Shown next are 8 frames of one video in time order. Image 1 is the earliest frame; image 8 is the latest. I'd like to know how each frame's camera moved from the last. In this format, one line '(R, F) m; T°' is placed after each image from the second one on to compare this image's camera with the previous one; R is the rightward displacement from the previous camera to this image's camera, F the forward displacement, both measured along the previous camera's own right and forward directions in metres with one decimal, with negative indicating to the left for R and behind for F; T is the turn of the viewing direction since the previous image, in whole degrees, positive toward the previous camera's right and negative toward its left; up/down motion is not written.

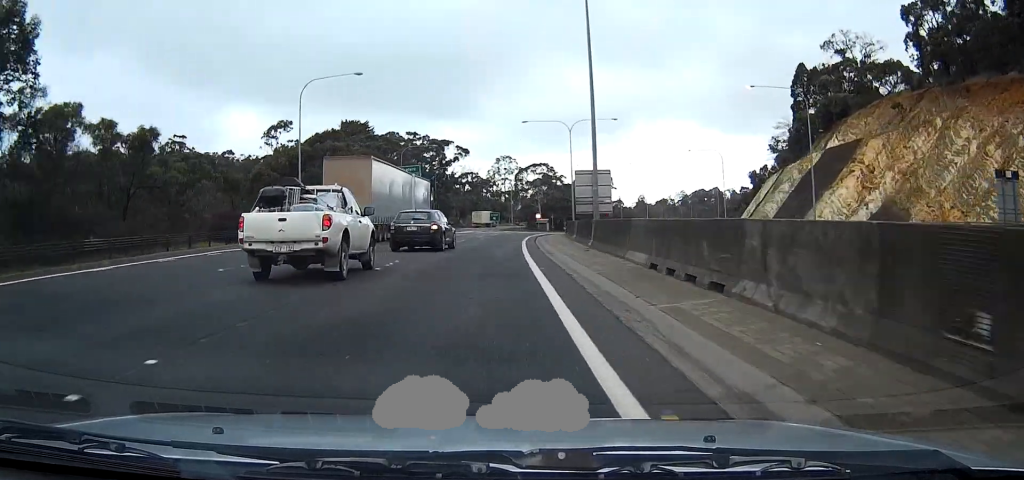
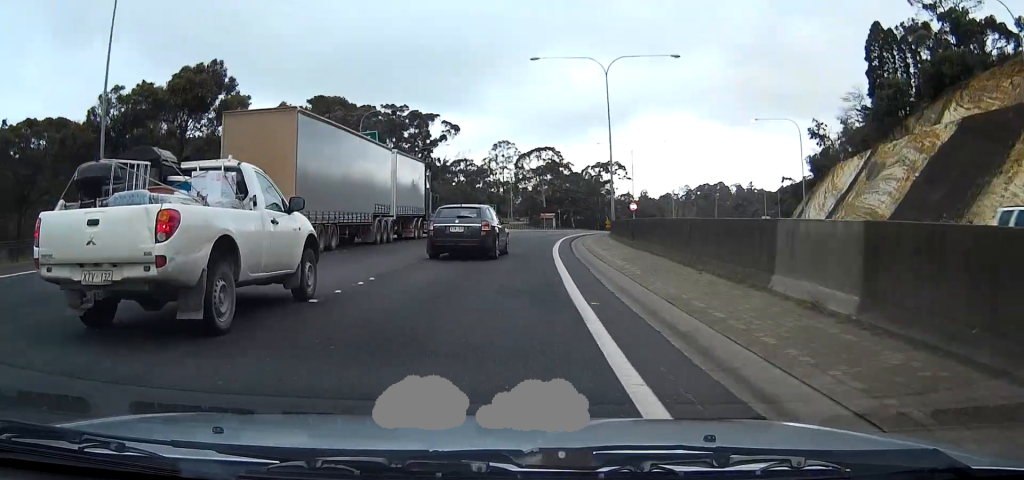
(+0.4, +28.5) m; +3°
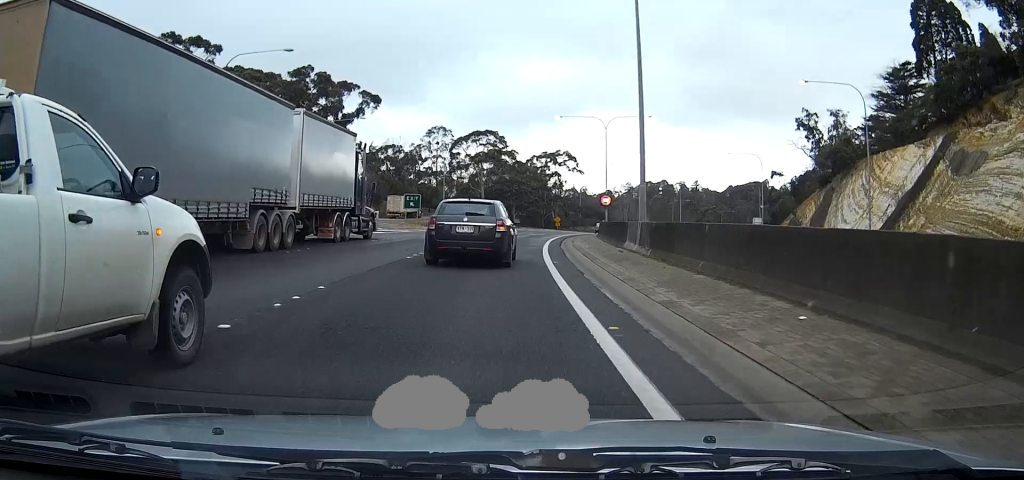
(+0.9, +24.4) m; +4°
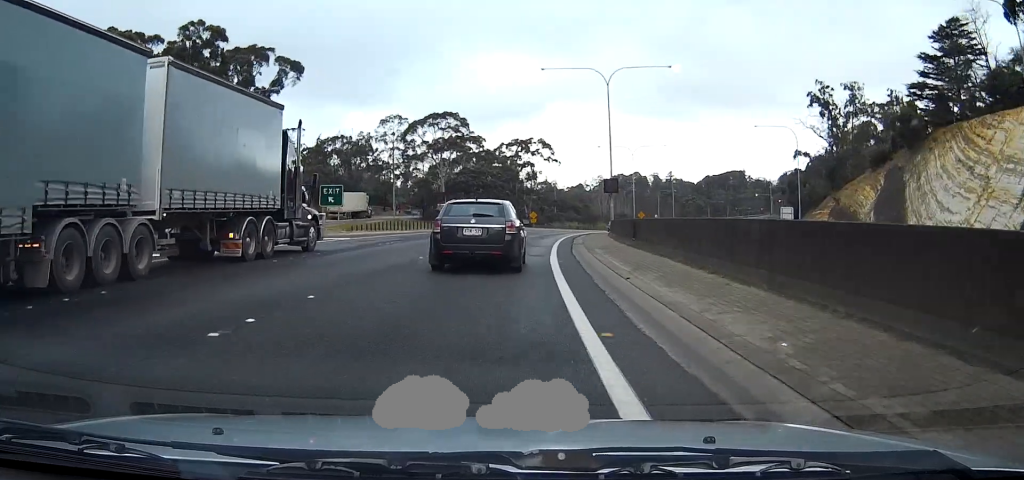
(+0.7, +22.0) m; +3°
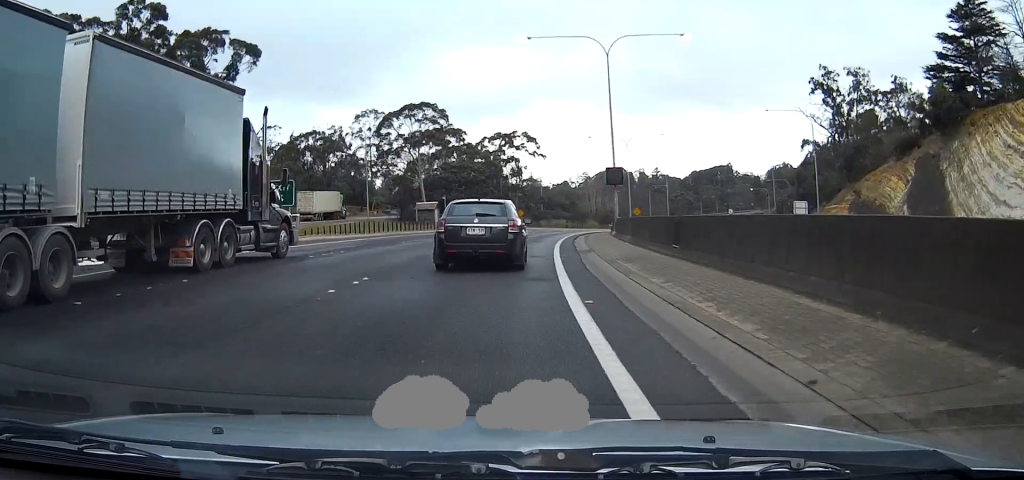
(0.0, +8.4) m; +1°
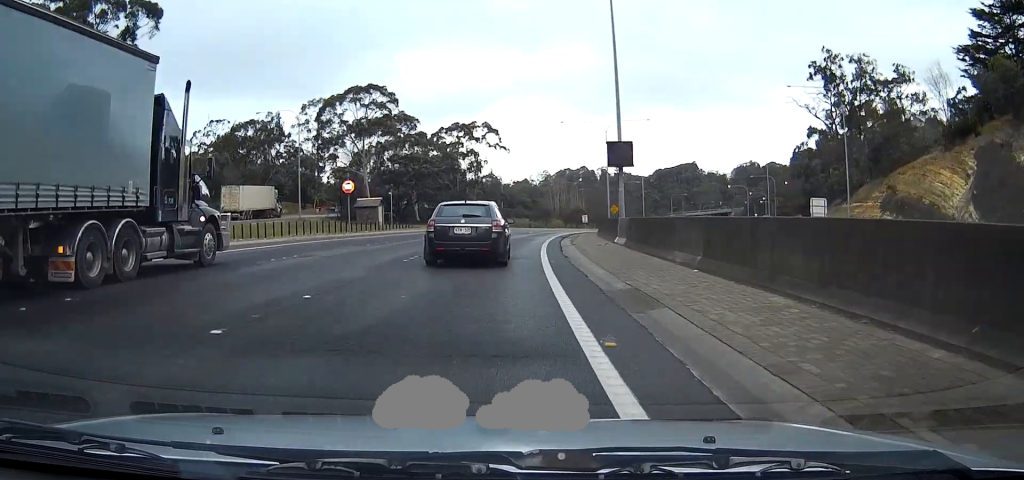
(+0.4, +14.1) m; +2°
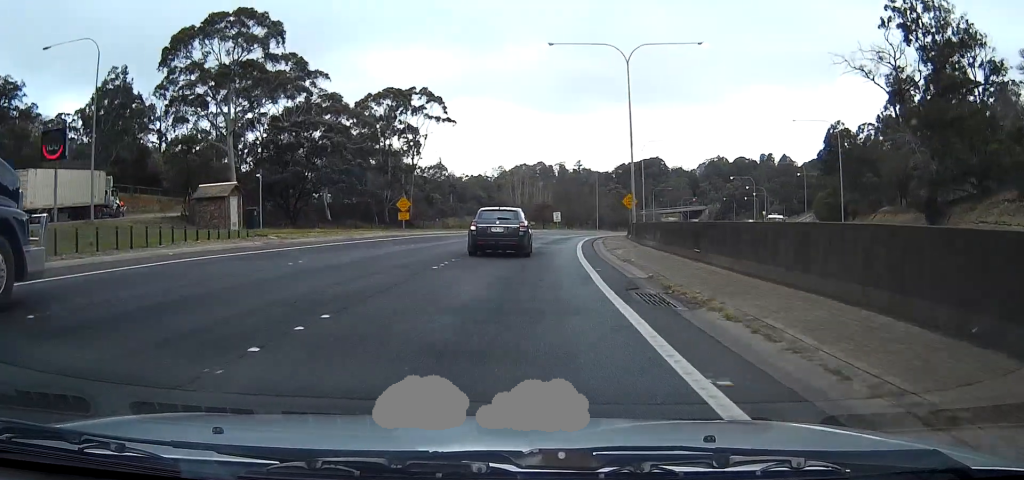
(+2.1, +36.9) m; +6°
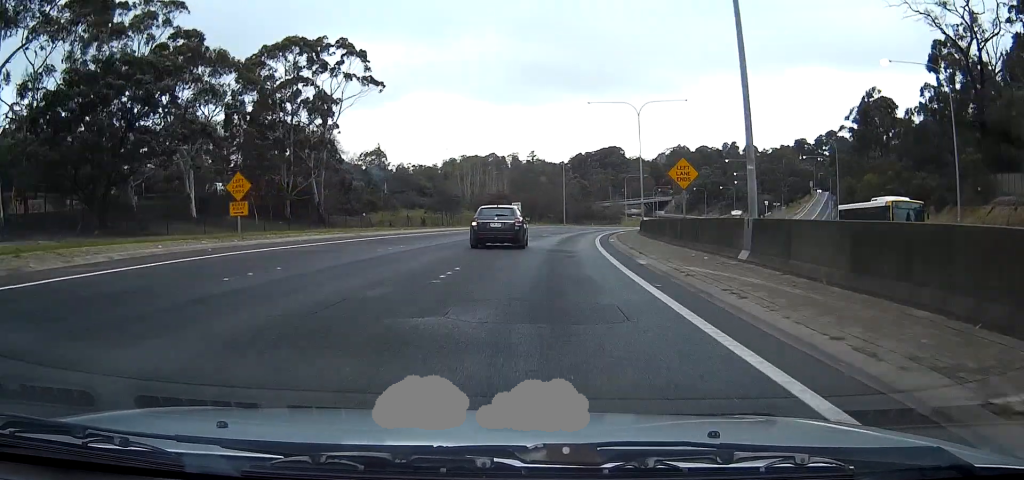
(+0.3, +29.0) m; +3°
